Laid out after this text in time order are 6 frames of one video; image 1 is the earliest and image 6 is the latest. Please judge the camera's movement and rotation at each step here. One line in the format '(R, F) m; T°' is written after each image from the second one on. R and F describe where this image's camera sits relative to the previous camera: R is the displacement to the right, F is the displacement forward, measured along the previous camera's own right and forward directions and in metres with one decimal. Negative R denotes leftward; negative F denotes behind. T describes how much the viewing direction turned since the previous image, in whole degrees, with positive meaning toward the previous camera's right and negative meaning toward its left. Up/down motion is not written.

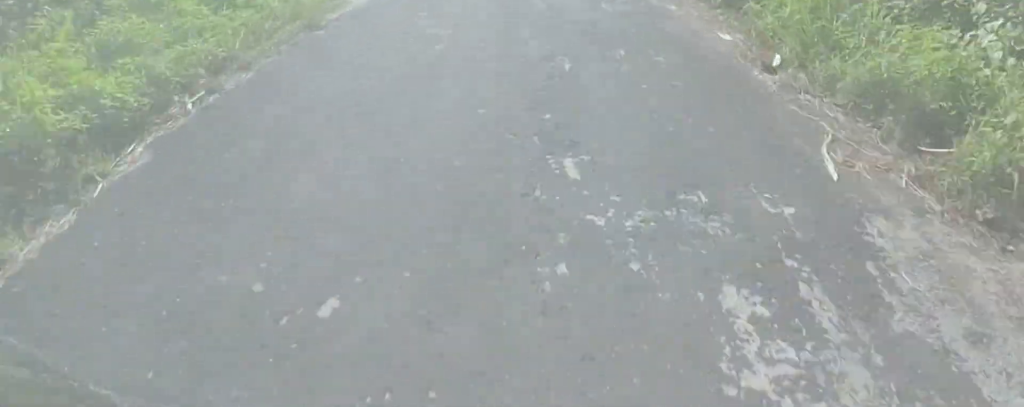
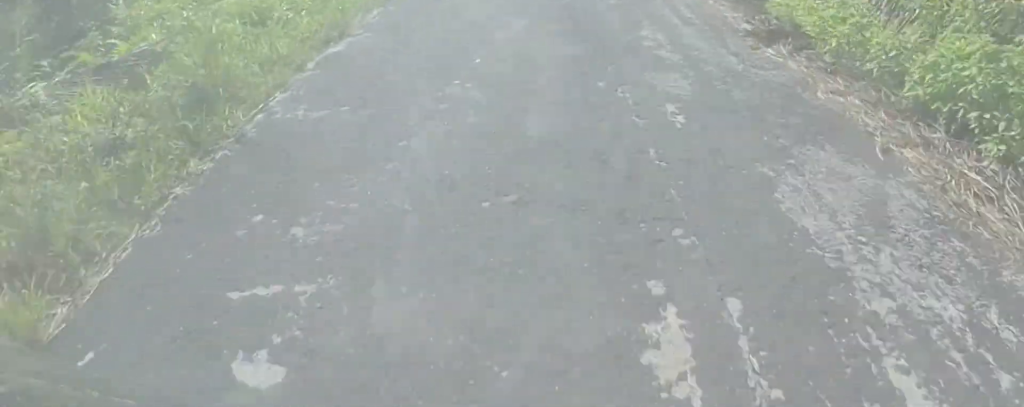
(0.0, +19.4) m; 0°
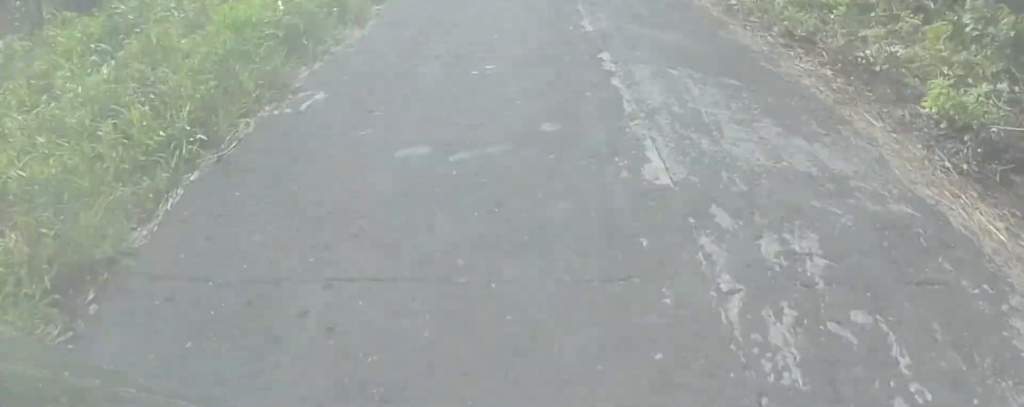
(0.0, +4.9) m; 0°
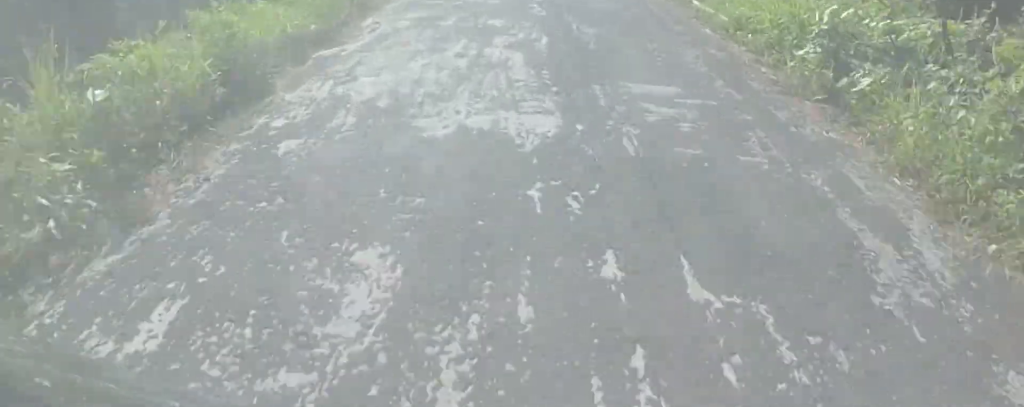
(0.0, +12.1) m; 0°
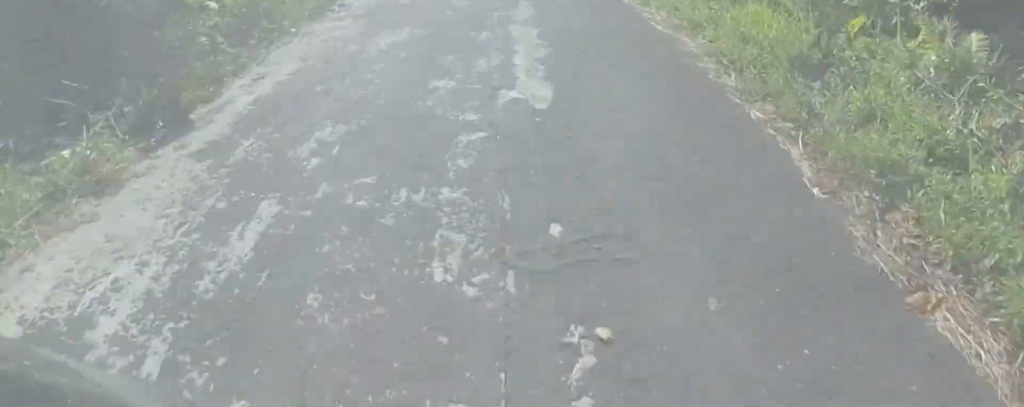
(+2.0, +31.2) m; 0°
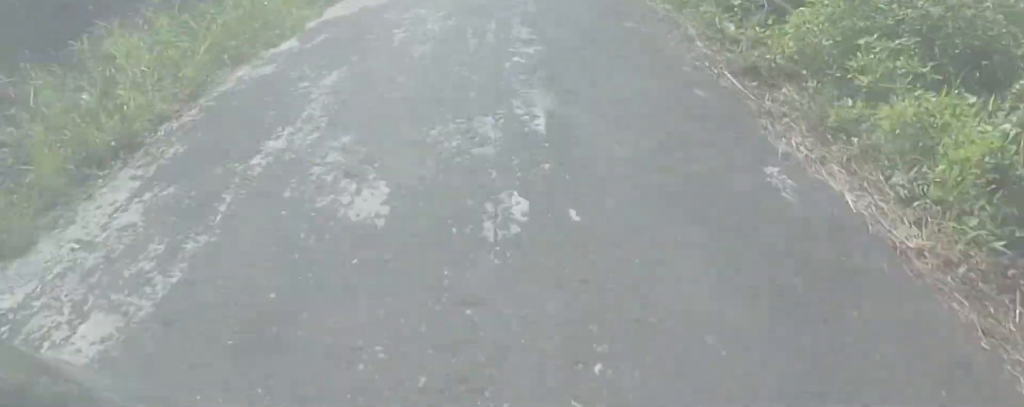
(-1.2, +7.0) m; -7°
